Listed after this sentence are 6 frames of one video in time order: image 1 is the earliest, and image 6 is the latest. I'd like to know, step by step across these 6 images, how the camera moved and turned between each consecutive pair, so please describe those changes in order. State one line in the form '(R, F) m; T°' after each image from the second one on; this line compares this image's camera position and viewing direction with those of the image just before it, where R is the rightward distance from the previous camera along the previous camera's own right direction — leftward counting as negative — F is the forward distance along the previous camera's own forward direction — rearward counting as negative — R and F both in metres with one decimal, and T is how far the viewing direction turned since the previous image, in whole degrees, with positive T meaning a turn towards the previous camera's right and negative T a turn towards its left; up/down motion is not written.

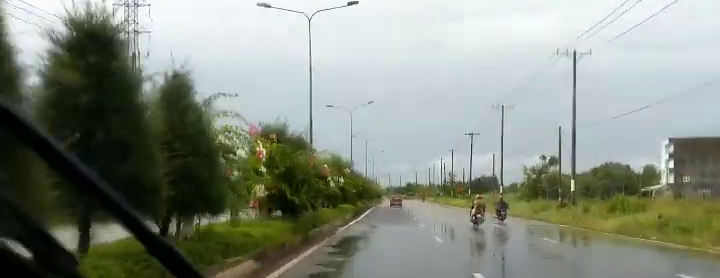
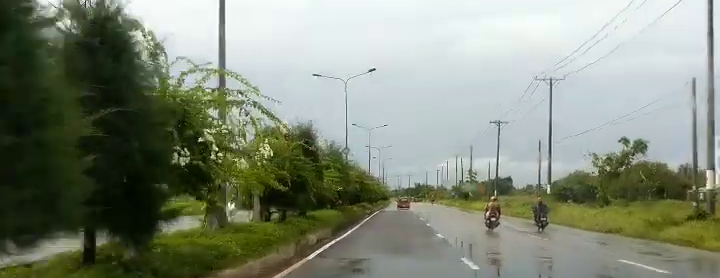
(+0.1, +20.4) m; 0°
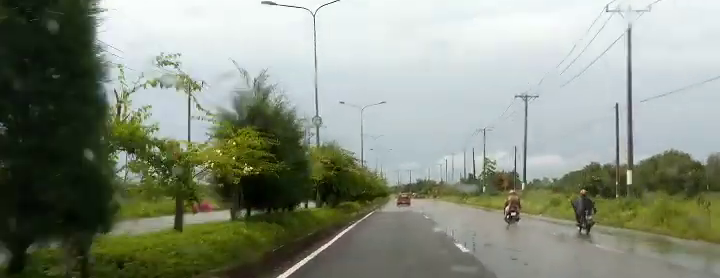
(+0.2, +20.6) m; +1°
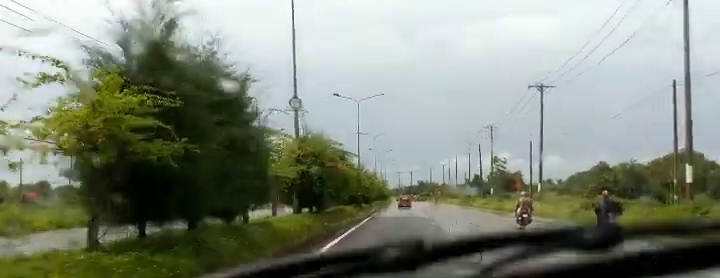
(0.0, +7.7) m; 0°
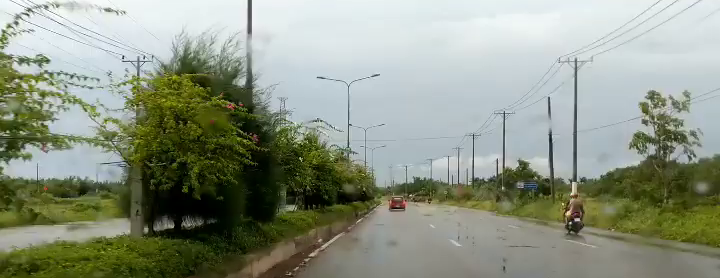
(-1.6, +49.5) m; -3°
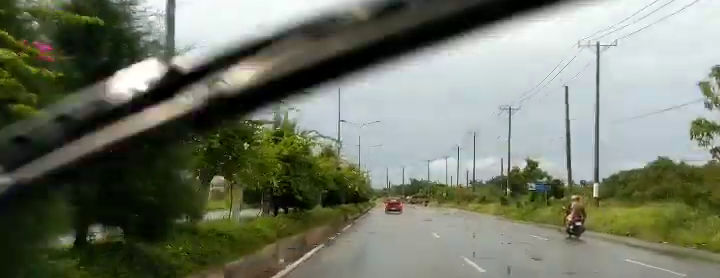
(-0.3, +6.2) m; -1°
